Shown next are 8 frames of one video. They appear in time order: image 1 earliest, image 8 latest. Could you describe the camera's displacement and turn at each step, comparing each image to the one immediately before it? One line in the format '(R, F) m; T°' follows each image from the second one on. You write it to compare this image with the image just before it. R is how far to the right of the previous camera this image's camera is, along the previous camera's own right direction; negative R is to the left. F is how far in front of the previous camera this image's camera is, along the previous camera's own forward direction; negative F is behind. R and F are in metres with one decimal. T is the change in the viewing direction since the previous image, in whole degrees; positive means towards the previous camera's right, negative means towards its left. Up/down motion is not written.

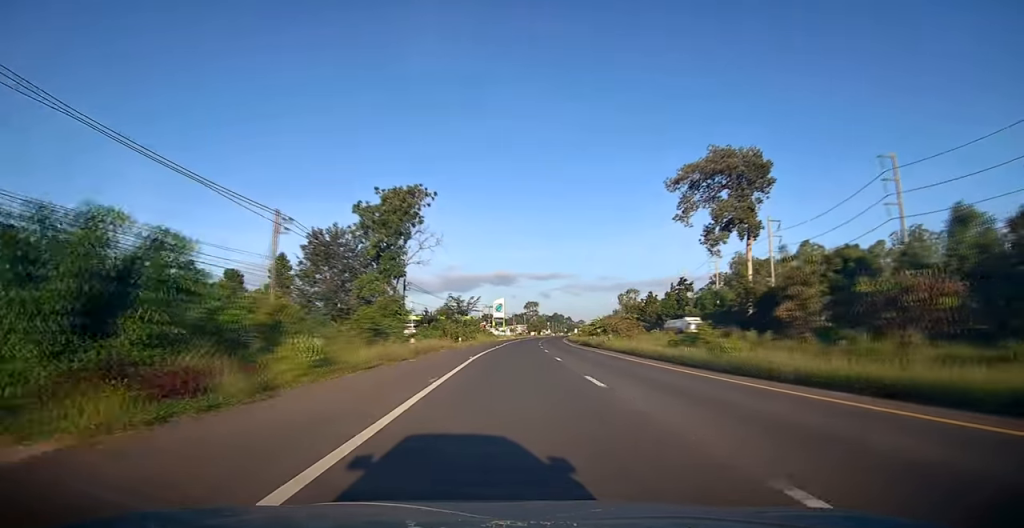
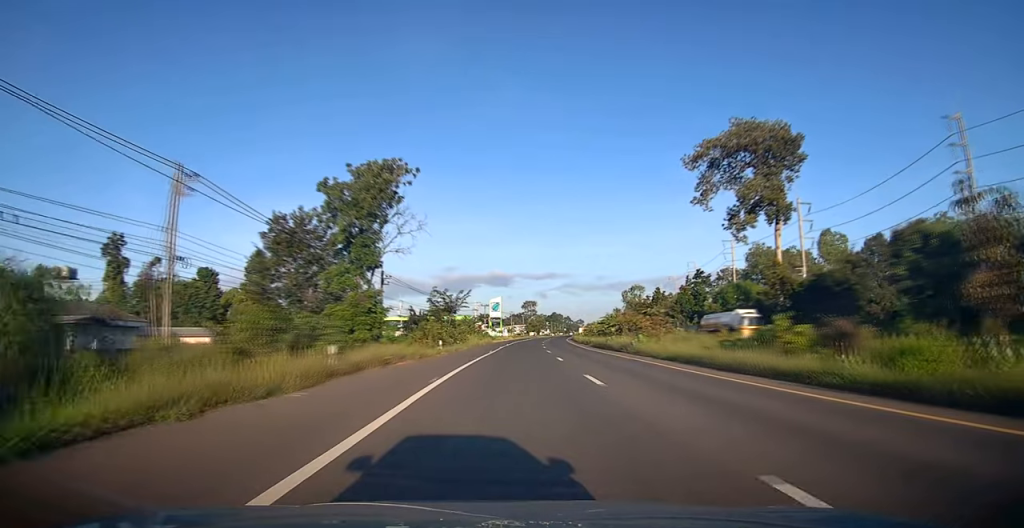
(+0.1, +11.5) m; 0°
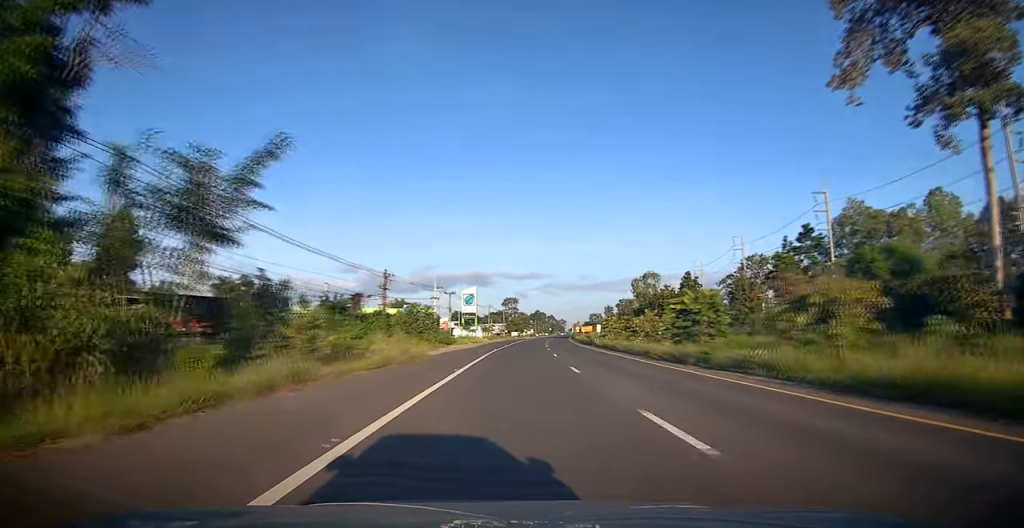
(+0.6, +43.1) m; +2°
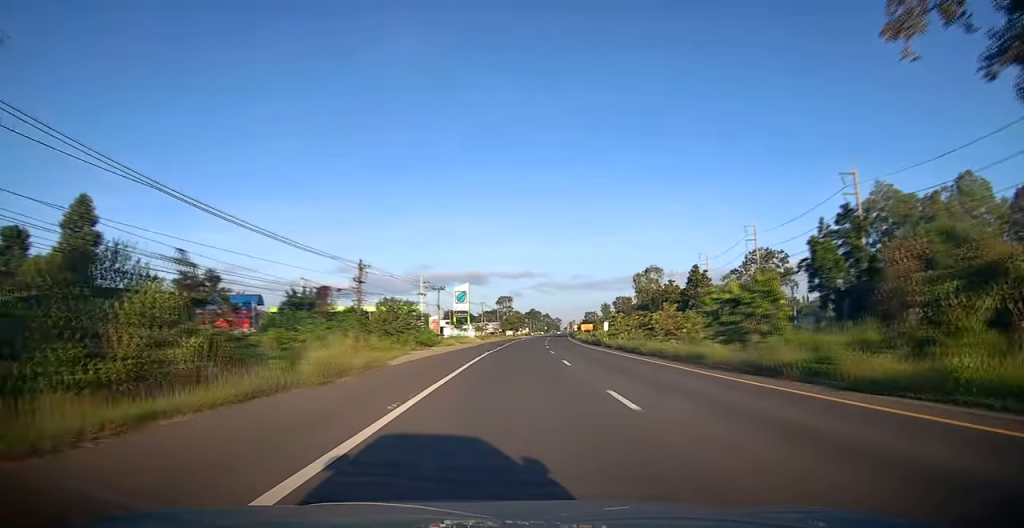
(+0.1, +8.6) m; 0°
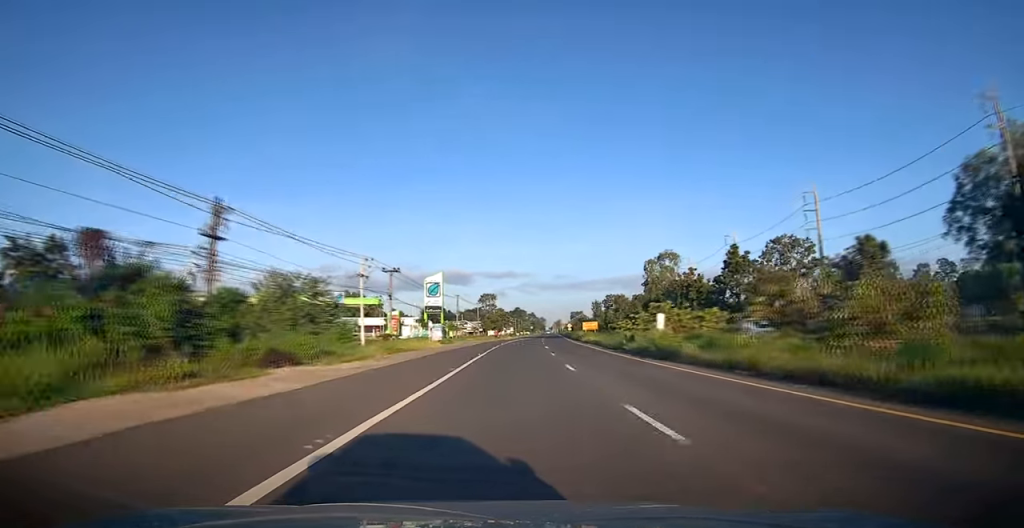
(-0.3, +26.6) m; 0°
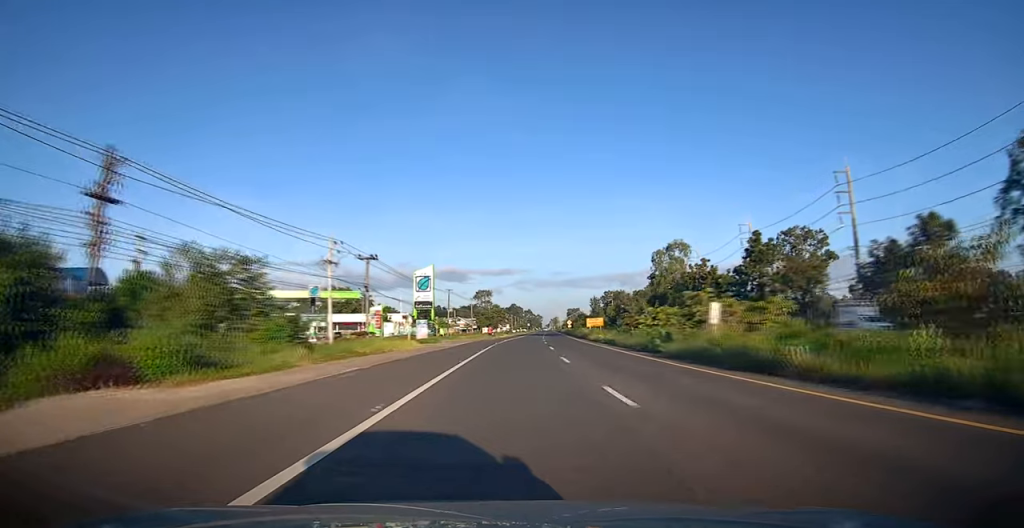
(0.0, +9.4) m; +1°
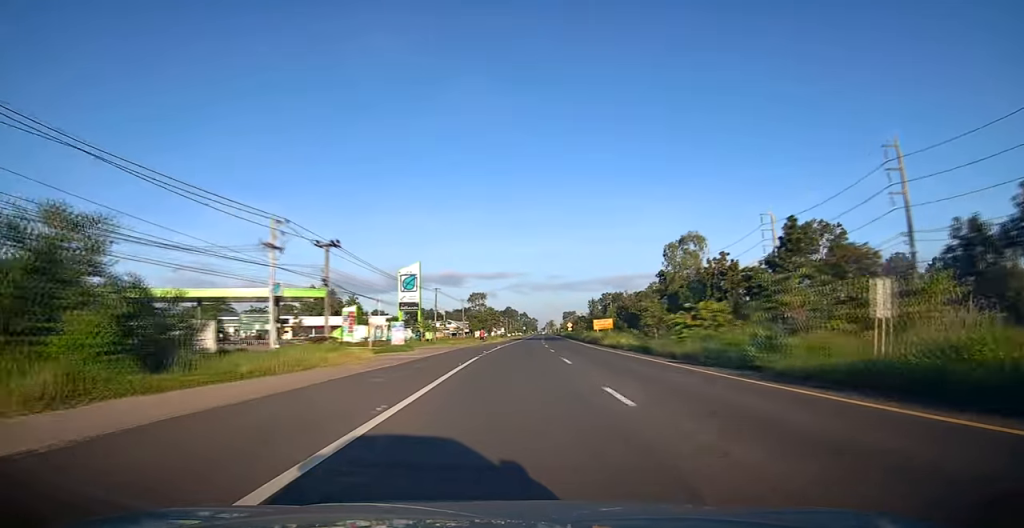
(+0.3, +11.6) m; +1°
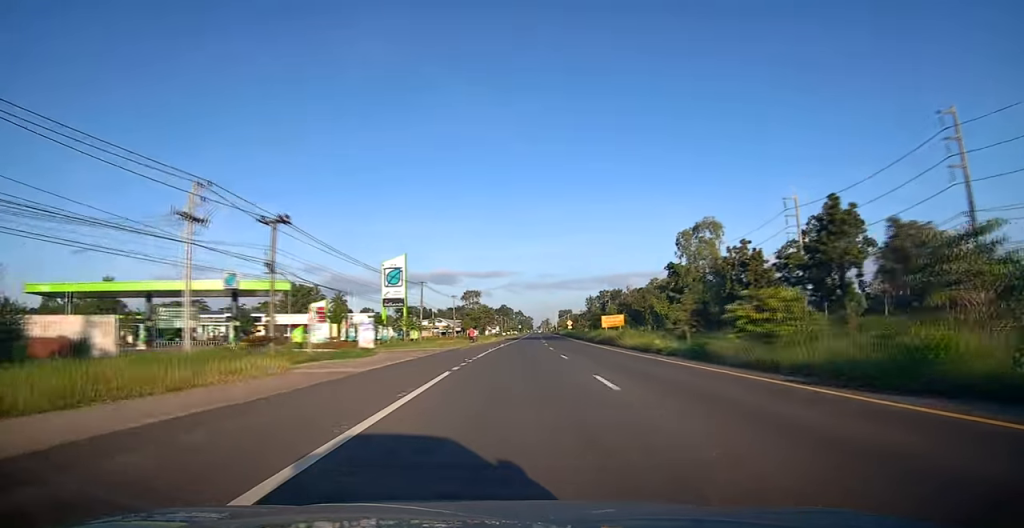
(+0.1, +10.2) m; 0°
